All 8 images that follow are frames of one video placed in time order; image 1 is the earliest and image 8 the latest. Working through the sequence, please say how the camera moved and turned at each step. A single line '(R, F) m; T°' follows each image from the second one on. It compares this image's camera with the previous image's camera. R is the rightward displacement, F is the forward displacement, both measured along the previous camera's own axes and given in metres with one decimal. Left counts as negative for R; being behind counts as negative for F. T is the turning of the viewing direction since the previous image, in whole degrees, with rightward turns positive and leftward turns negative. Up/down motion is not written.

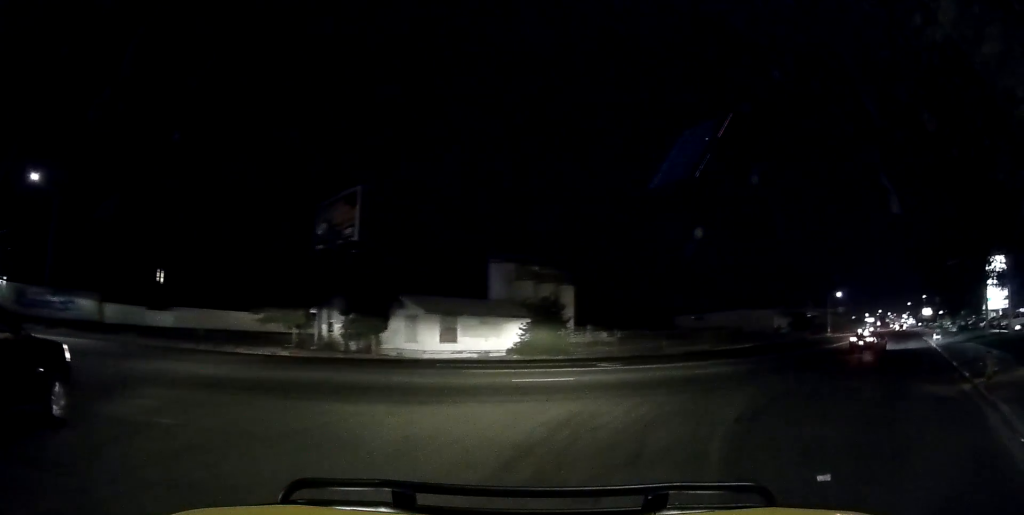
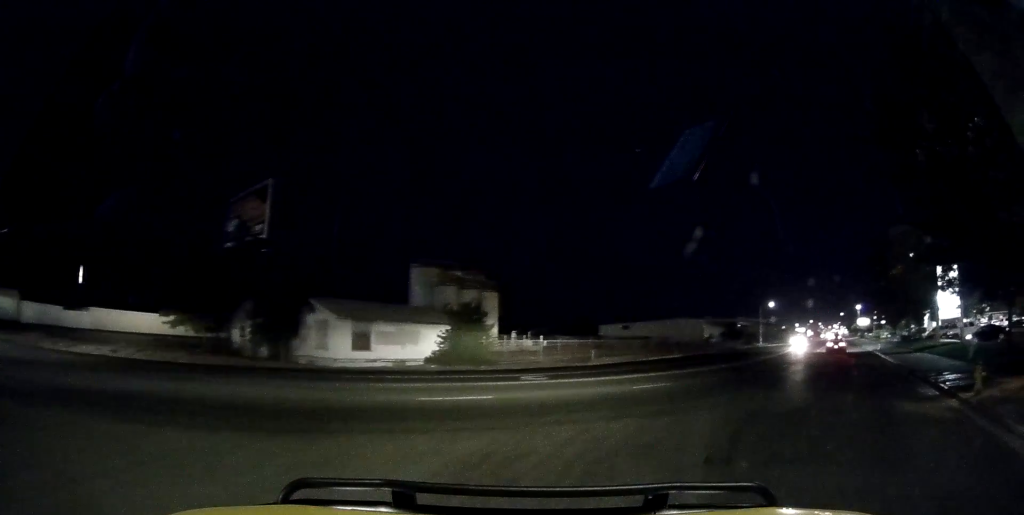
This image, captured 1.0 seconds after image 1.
(+0.1, +3.2) m; +6°
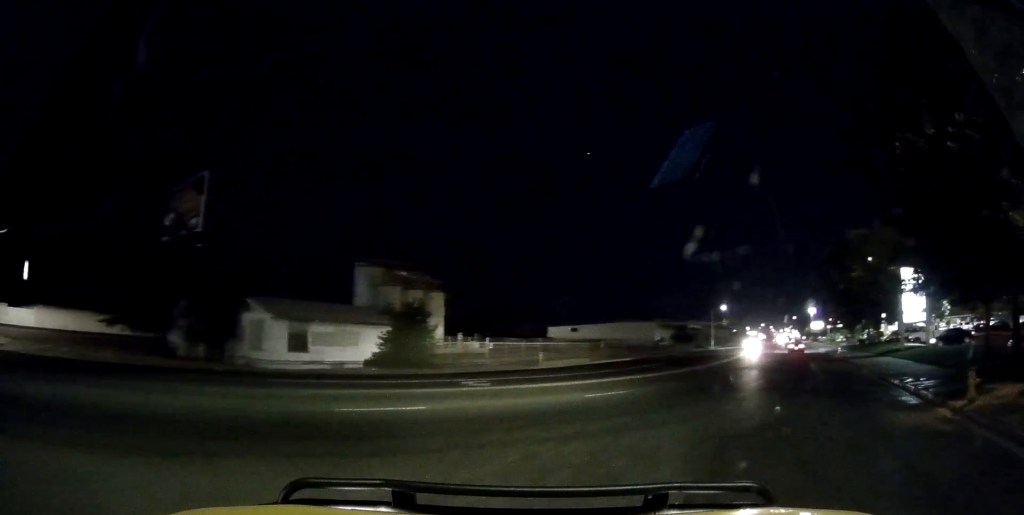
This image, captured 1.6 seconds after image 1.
(+0.1, +2.5) m; +4°
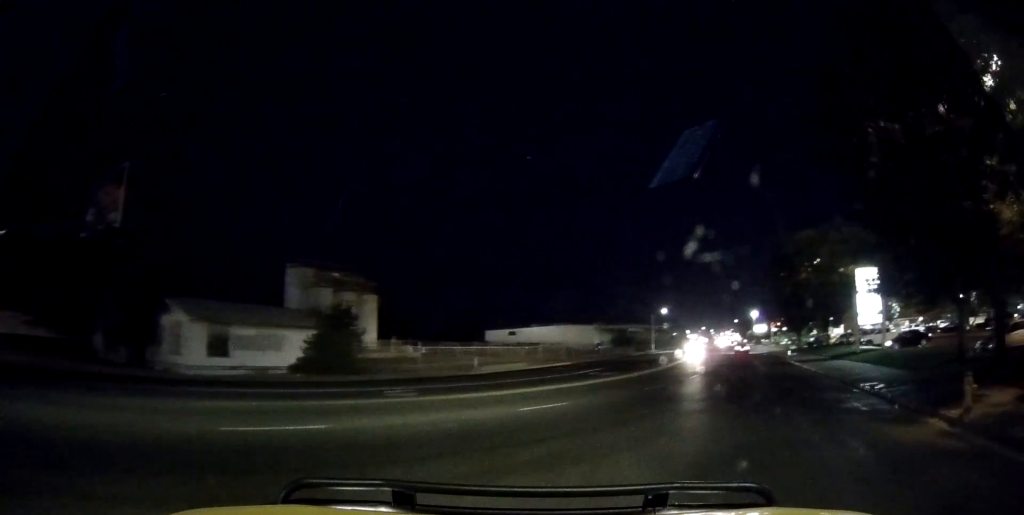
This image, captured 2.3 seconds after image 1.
(+0.1, +2.7) m; +4°
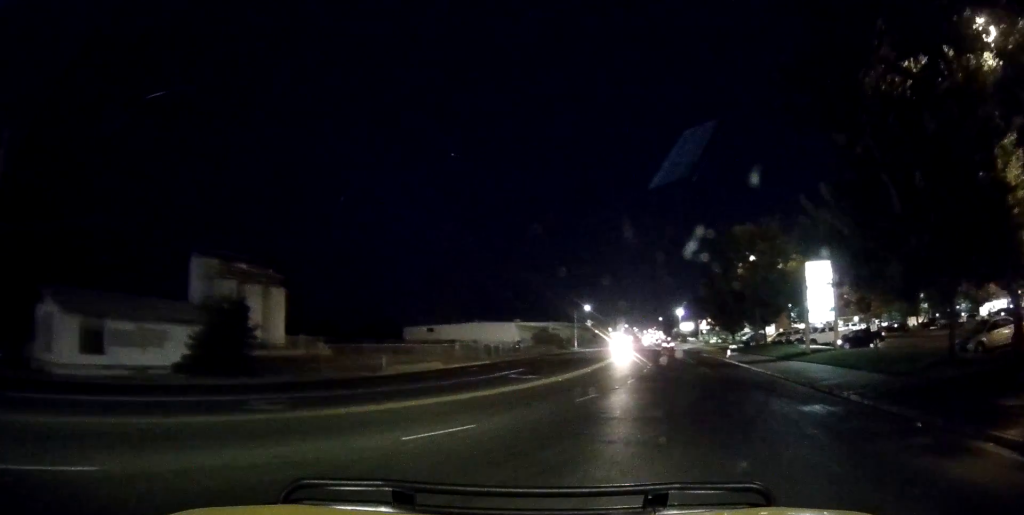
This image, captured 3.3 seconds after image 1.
(+0.2, +5.5) m; +4°
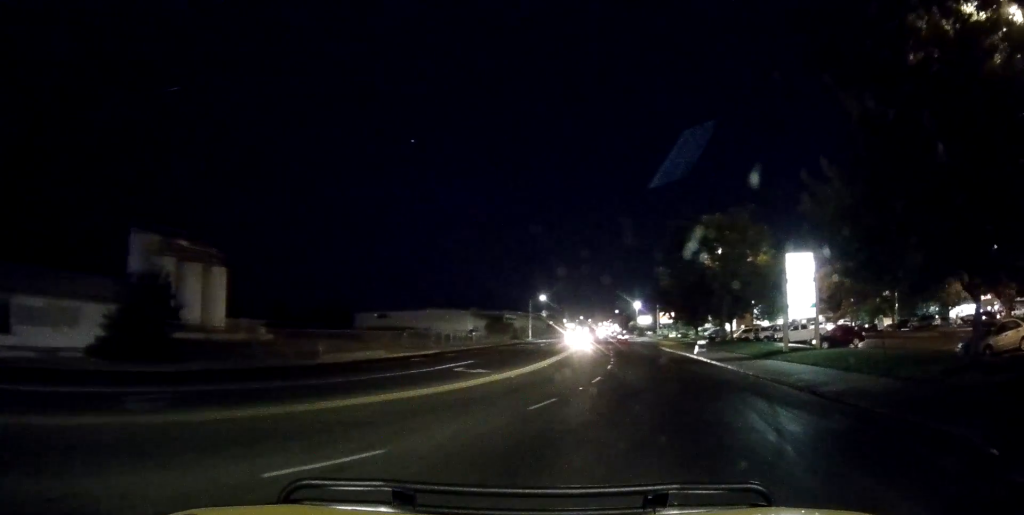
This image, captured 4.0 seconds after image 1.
(+0.1, +4.7) m; +2°
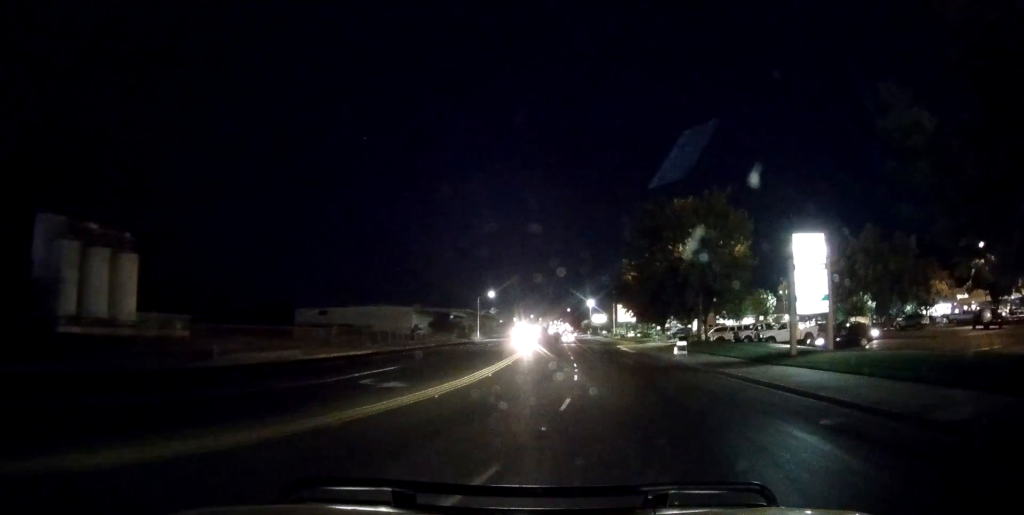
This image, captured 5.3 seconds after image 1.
(+0.2, +9.3) m; +2°
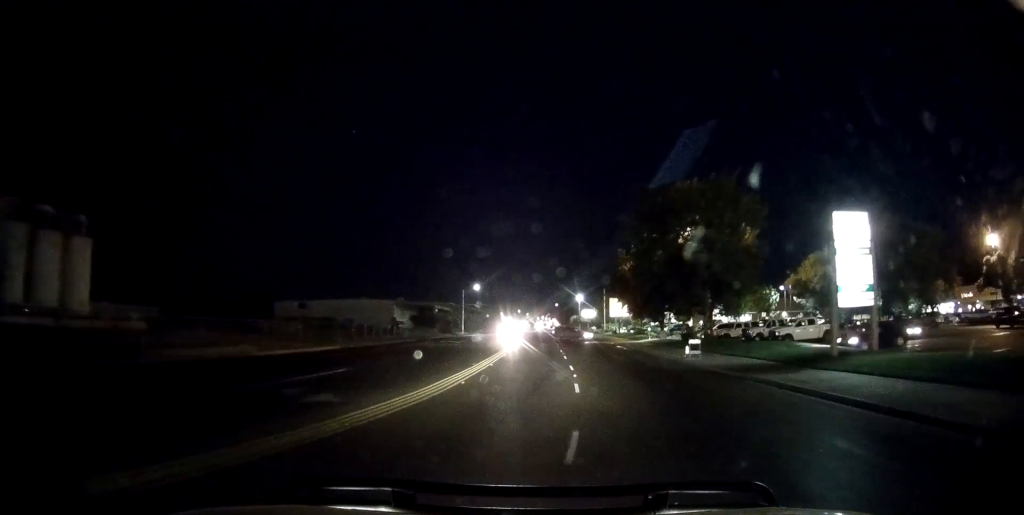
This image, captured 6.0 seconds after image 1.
(+0.1, +6.4) m; +1°
